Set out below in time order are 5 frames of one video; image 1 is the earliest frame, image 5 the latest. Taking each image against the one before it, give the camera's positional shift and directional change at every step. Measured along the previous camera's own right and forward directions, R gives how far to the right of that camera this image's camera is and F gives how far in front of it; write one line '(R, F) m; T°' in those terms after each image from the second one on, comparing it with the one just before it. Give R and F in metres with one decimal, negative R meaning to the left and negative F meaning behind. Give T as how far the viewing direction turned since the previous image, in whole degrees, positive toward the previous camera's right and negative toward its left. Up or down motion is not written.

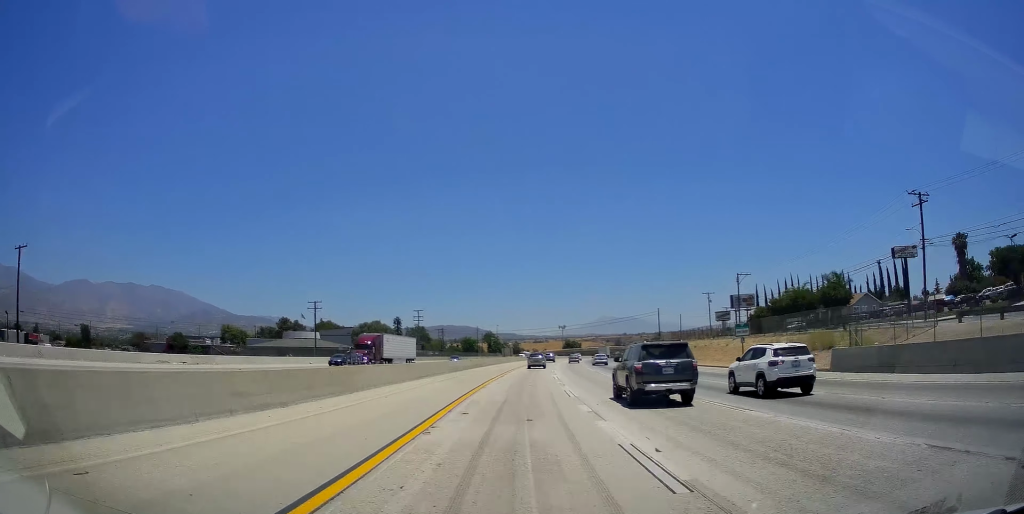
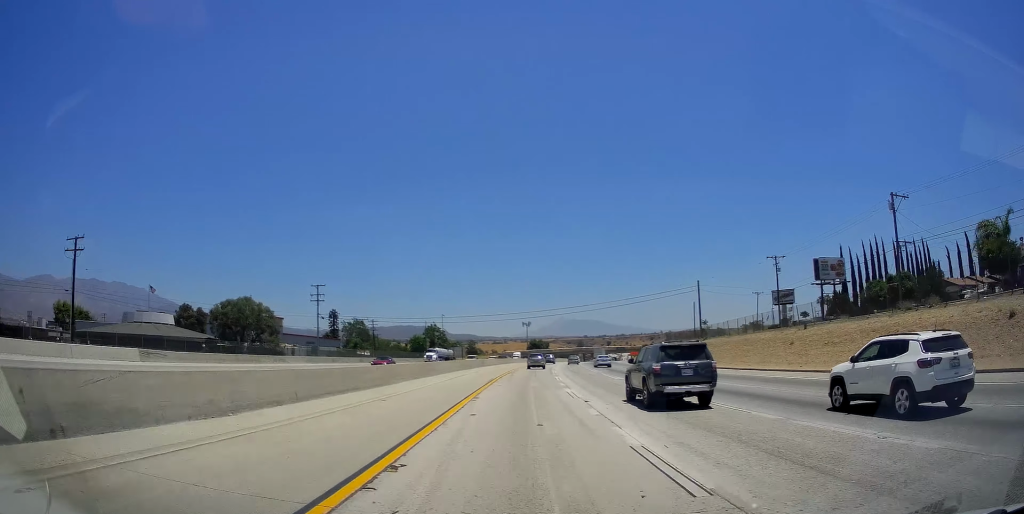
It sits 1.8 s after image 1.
(+1.8, +60.4) m; +3°
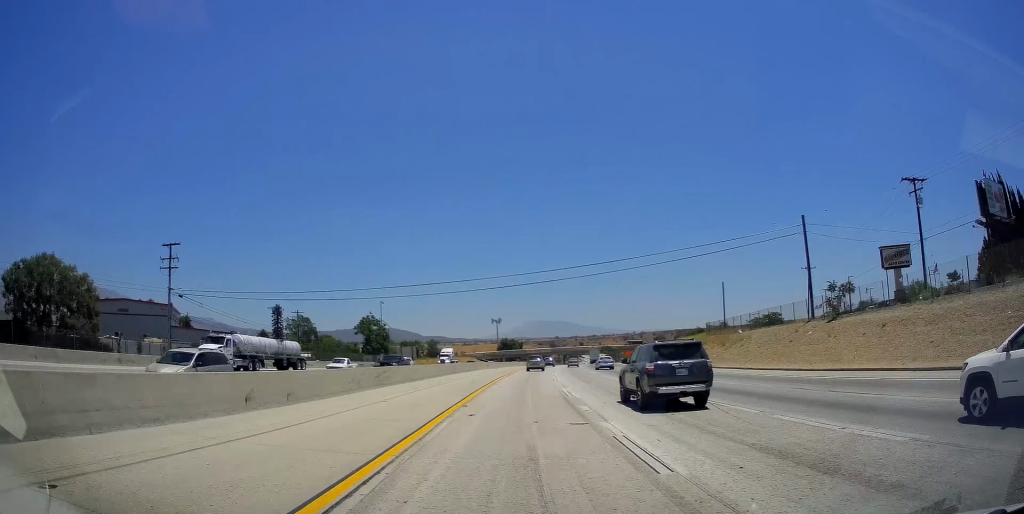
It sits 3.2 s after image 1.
(+1.0, +42.5) m; +3°
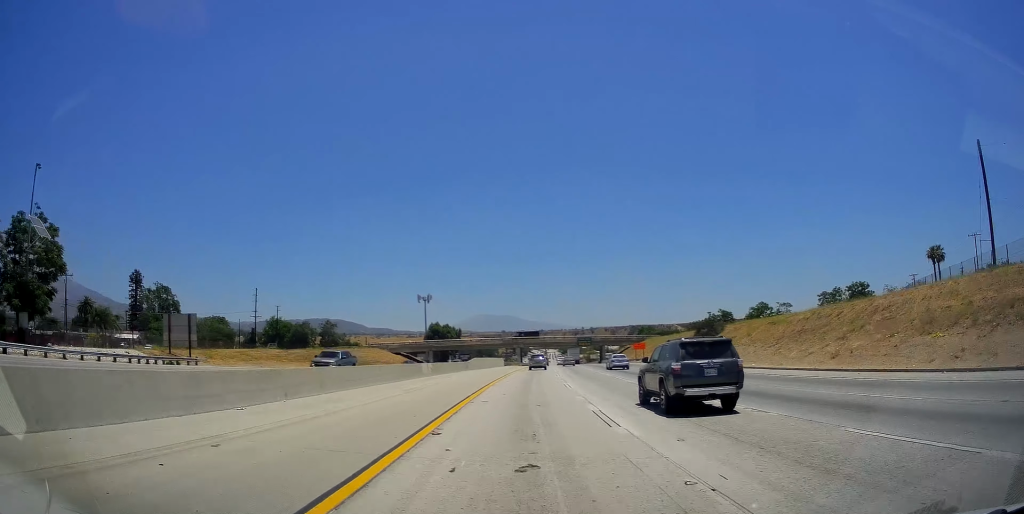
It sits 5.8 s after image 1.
(+3.9, +81.9) m; +5°
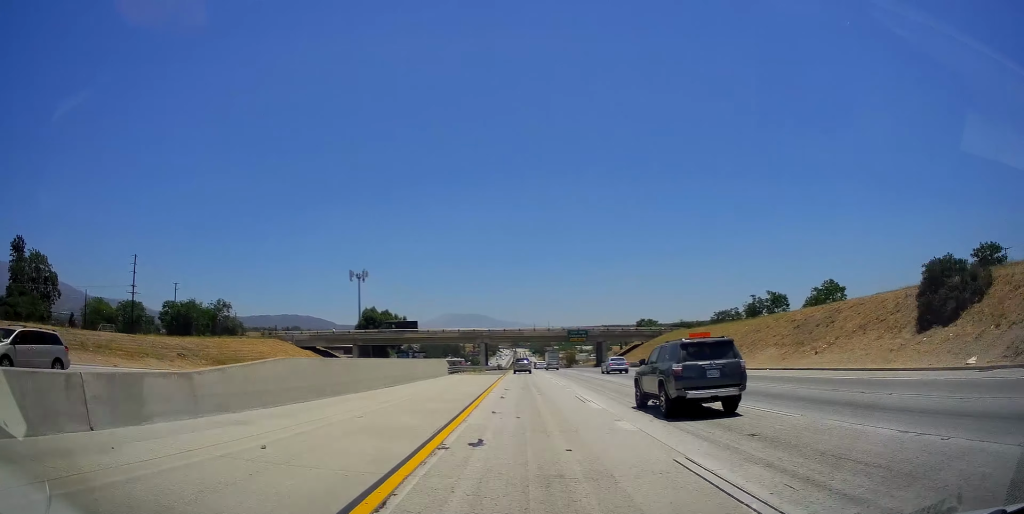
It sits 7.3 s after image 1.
(+1.6, +53.4) m; +3°
